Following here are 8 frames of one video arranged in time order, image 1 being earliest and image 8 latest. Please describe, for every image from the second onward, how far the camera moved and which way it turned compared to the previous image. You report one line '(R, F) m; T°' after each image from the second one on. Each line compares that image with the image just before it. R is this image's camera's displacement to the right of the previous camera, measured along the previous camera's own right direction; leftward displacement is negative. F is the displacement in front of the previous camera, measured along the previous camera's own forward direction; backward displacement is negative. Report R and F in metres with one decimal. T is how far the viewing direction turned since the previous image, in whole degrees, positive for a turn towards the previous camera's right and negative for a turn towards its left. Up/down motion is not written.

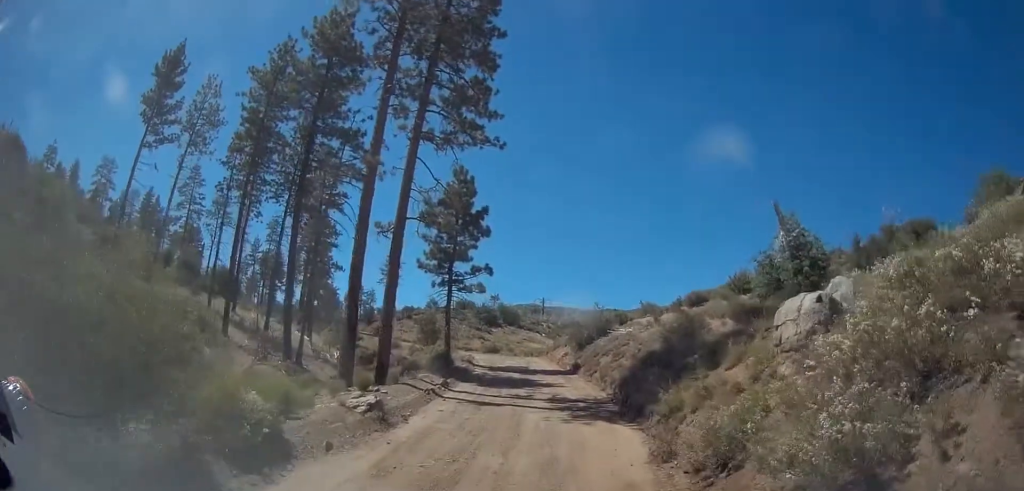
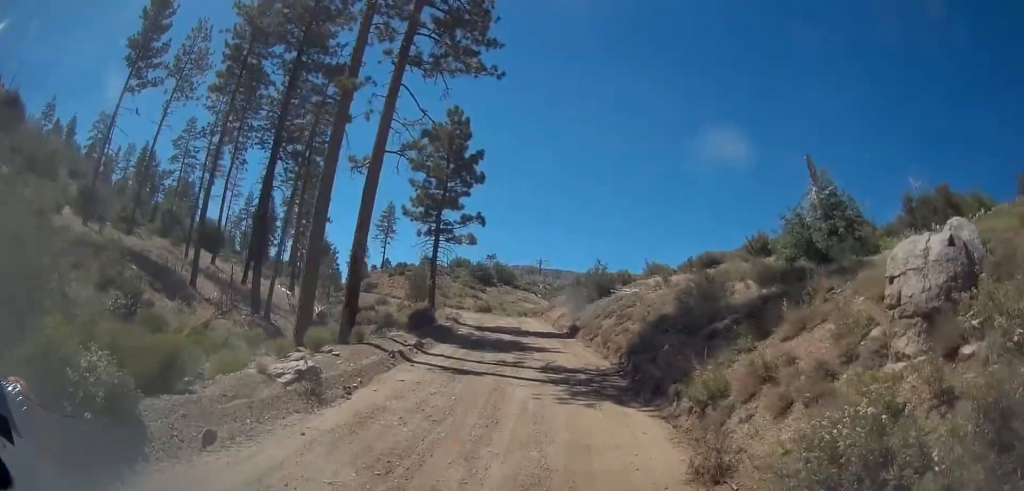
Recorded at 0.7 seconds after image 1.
(+0.4, +3.5) m; 0°
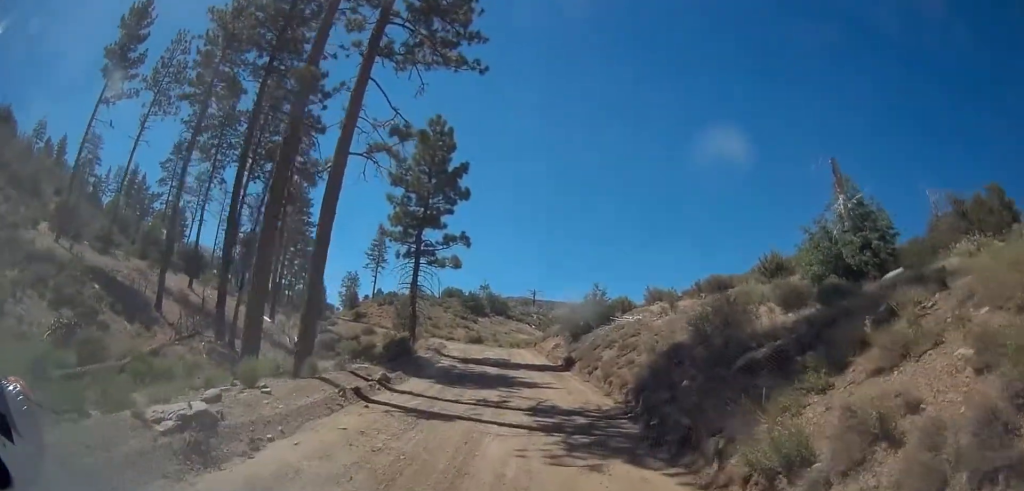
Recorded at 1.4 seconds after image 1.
(-0.1, +3.2) m; -2°
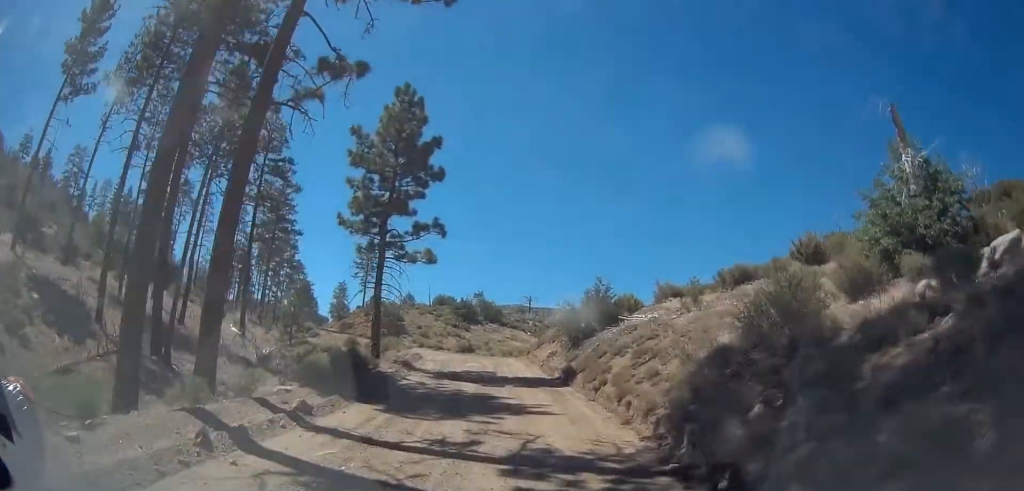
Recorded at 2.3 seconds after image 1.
(-0.2, +5.2) m; -2°
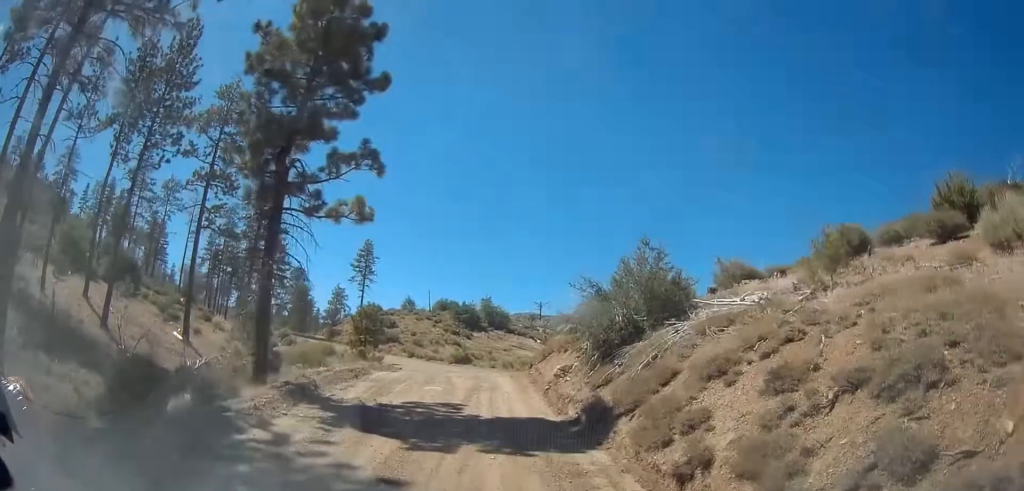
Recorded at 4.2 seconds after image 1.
(-0.1, +10.5) m; -2°
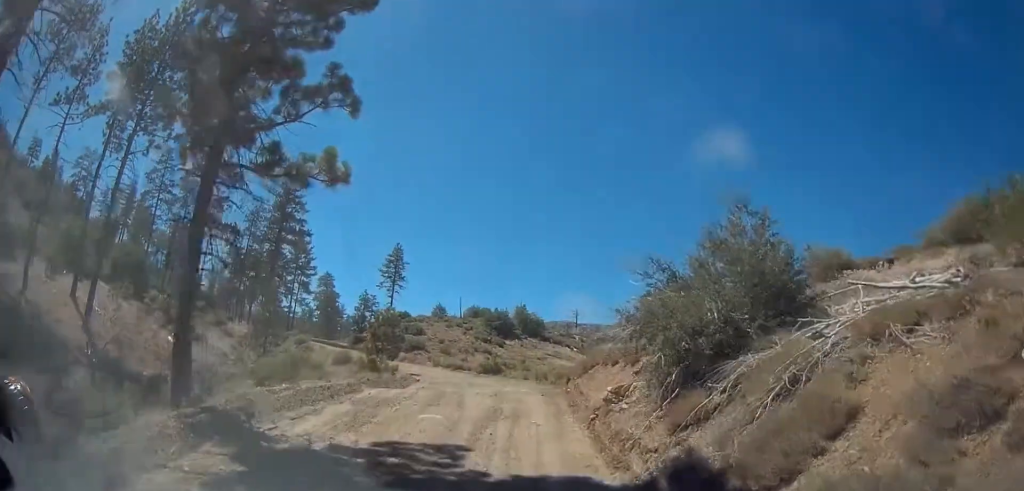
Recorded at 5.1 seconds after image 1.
(0.0, +4.9) m; -1°
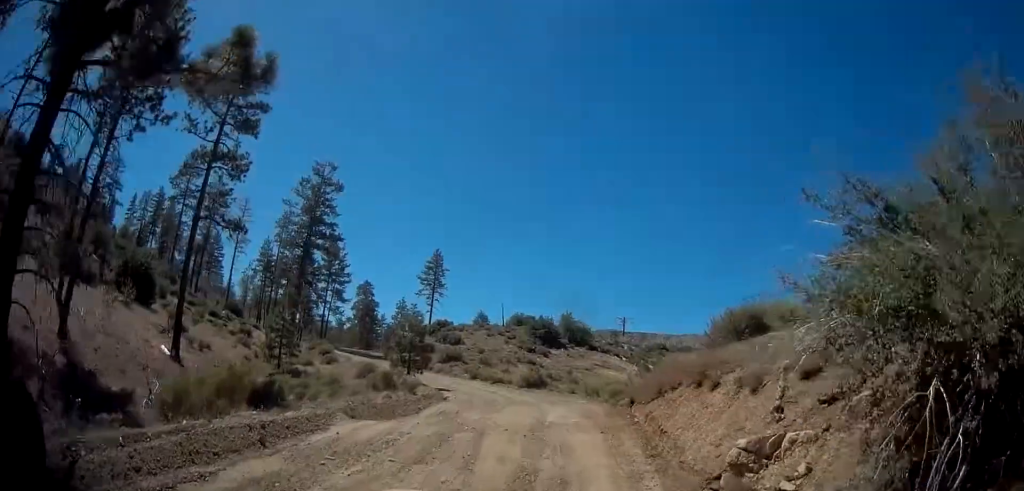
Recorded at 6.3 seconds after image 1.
(-0.1, +5.7) m; -3°
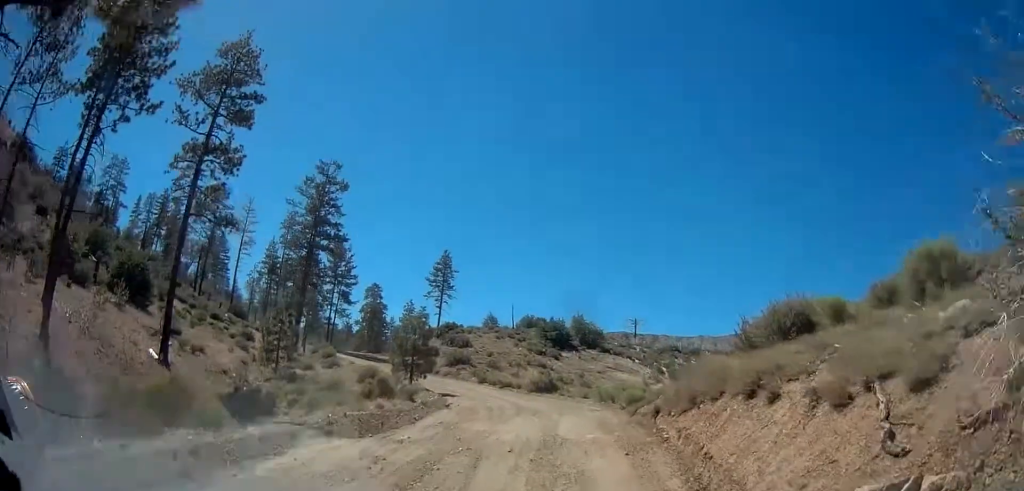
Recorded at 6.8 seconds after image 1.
(0.0, +2.4) m; -2°
